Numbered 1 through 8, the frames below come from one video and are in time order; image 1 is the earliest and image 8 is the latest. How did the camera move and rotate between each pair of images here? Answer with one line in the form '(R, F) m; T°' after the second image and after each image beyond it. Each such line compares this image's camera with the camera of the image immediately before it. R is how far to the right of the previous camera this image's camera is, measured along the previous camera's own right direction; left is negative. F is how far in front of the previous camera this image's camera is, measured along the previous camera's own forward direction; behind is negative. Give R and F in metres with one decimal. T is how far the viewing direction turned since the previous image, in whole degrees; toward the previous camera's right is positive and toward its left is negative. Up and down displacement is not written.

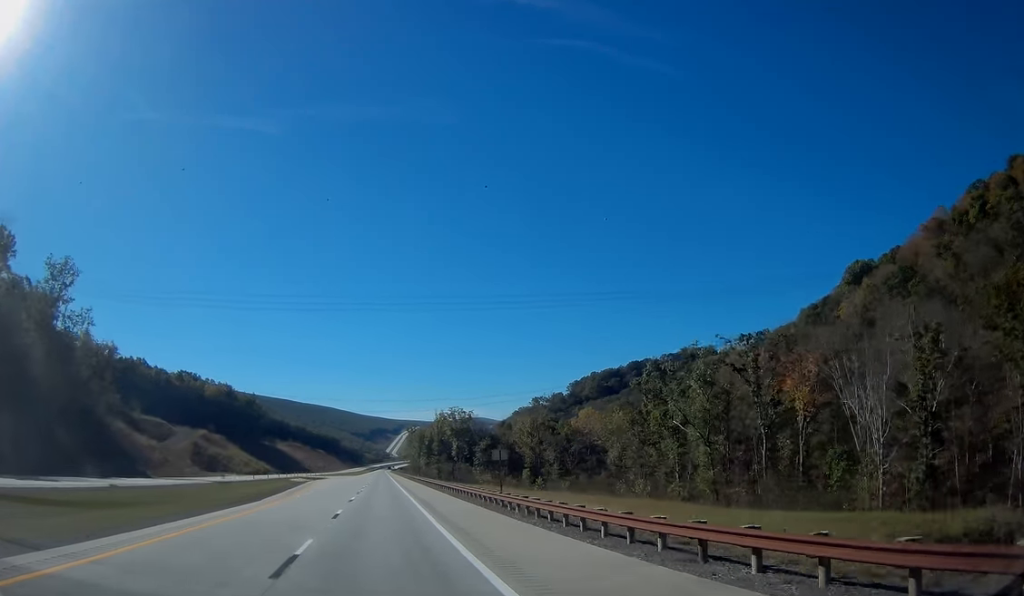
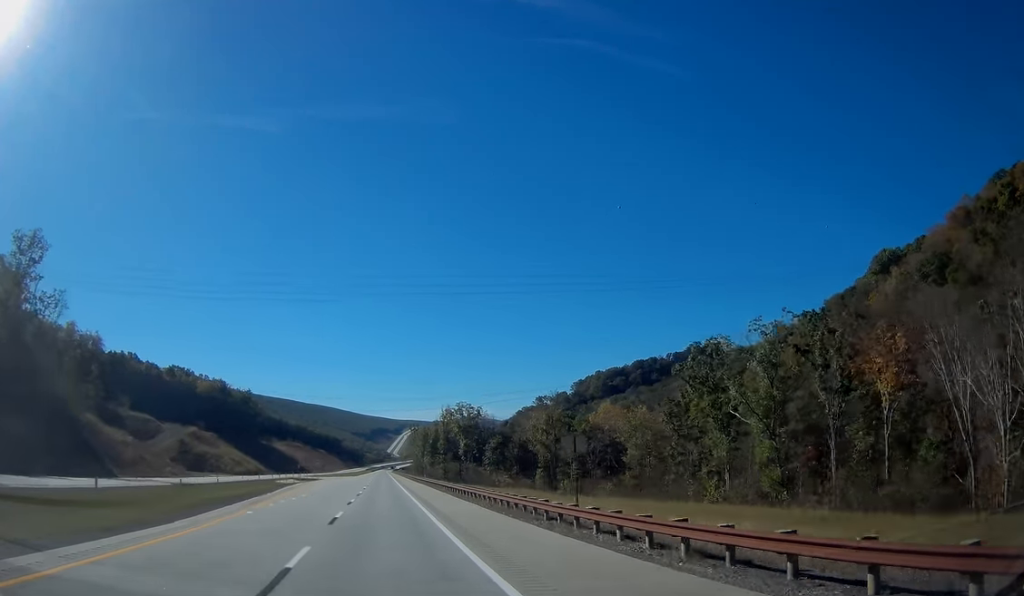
(0.0, +14.4) m; 0°
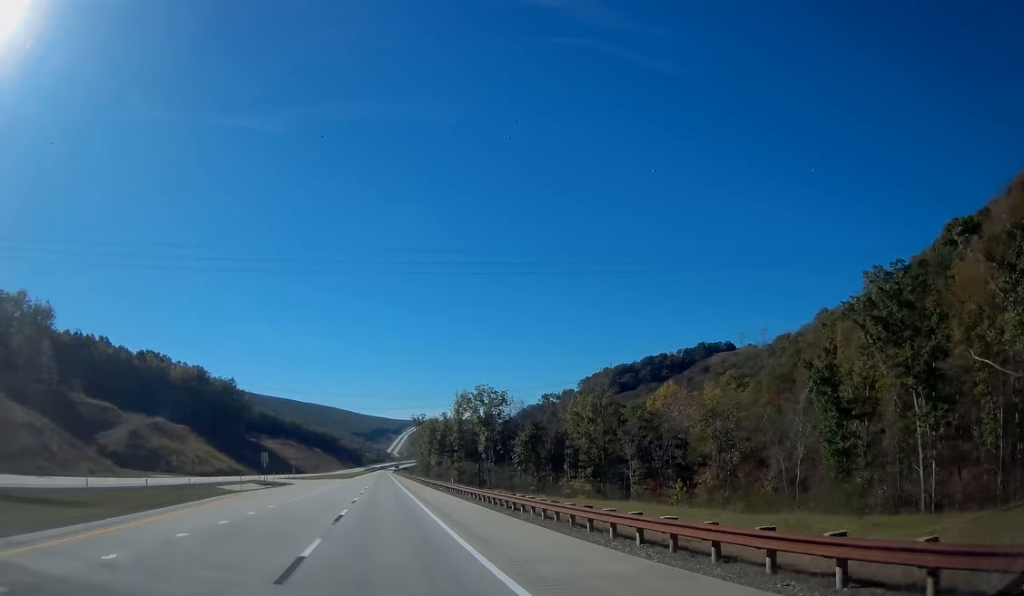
(+0.1, +35.5) m; 0°
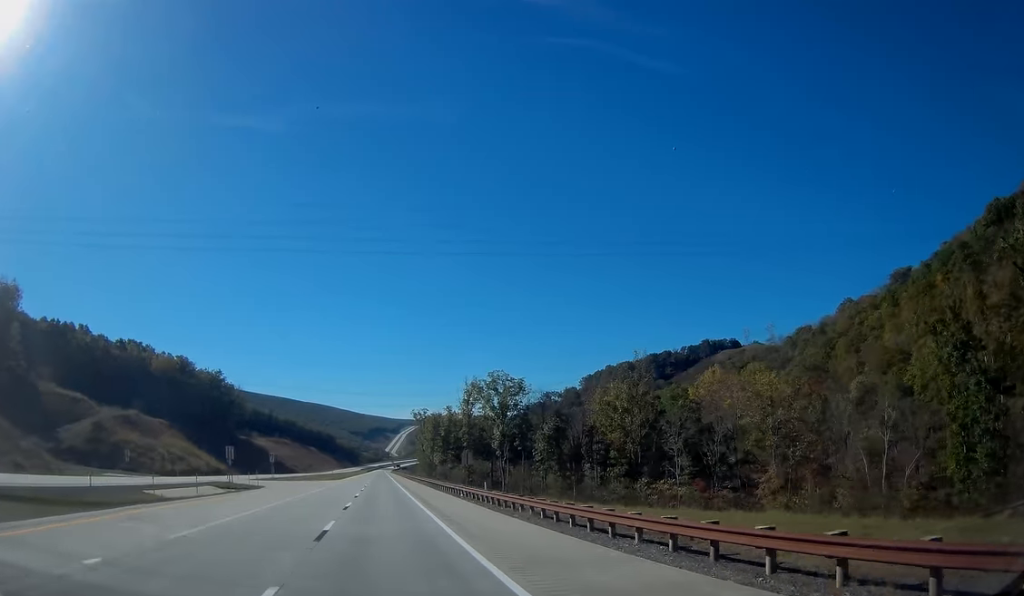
(0.0, +19.1) m; 0°
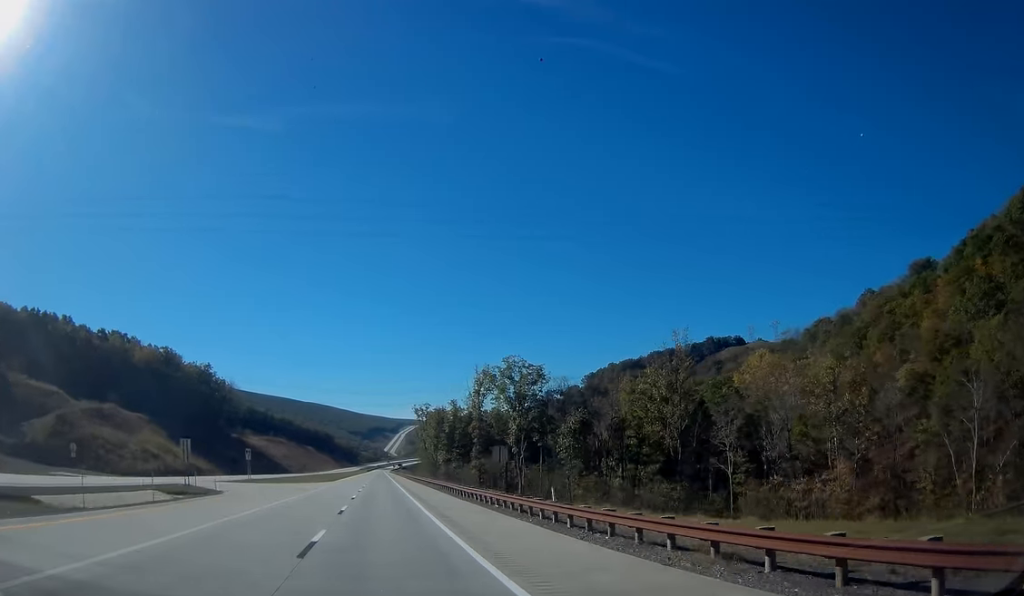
(0.0, +15.3) m; 0°
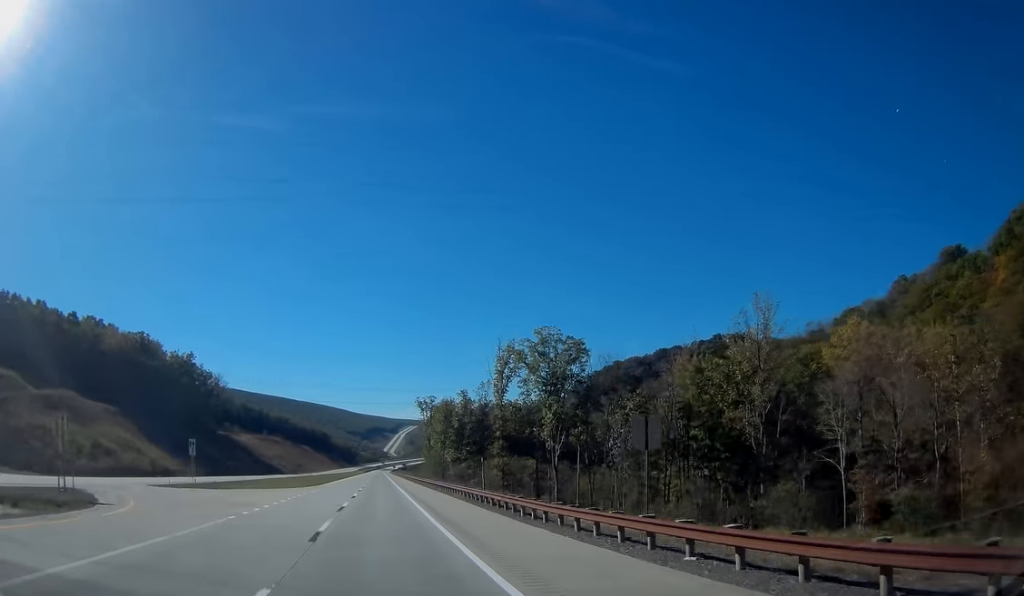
(+0.1, +21.8) m; 0°
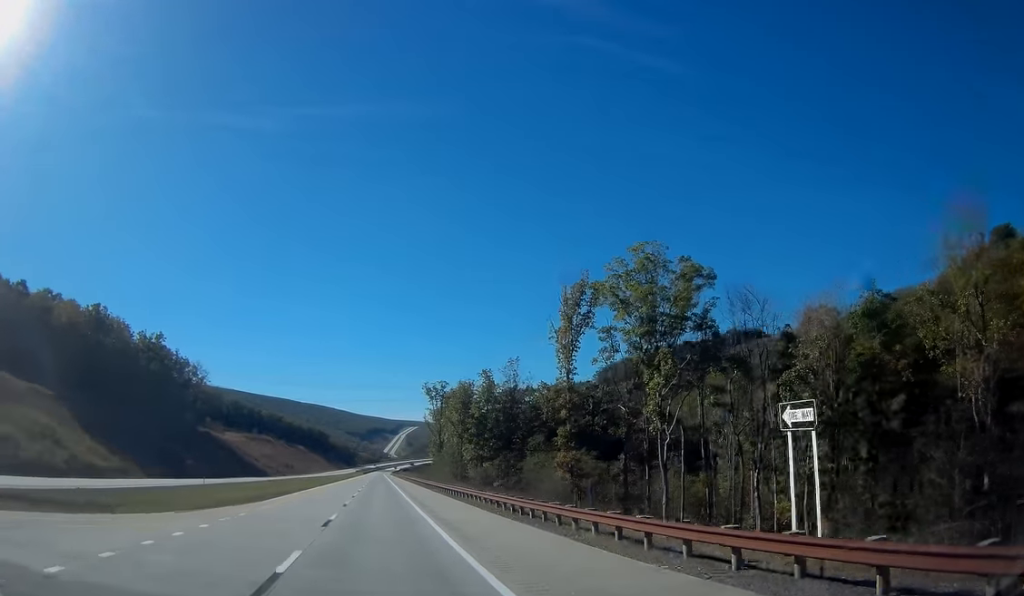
(-0.4, +32.3) m; 0°
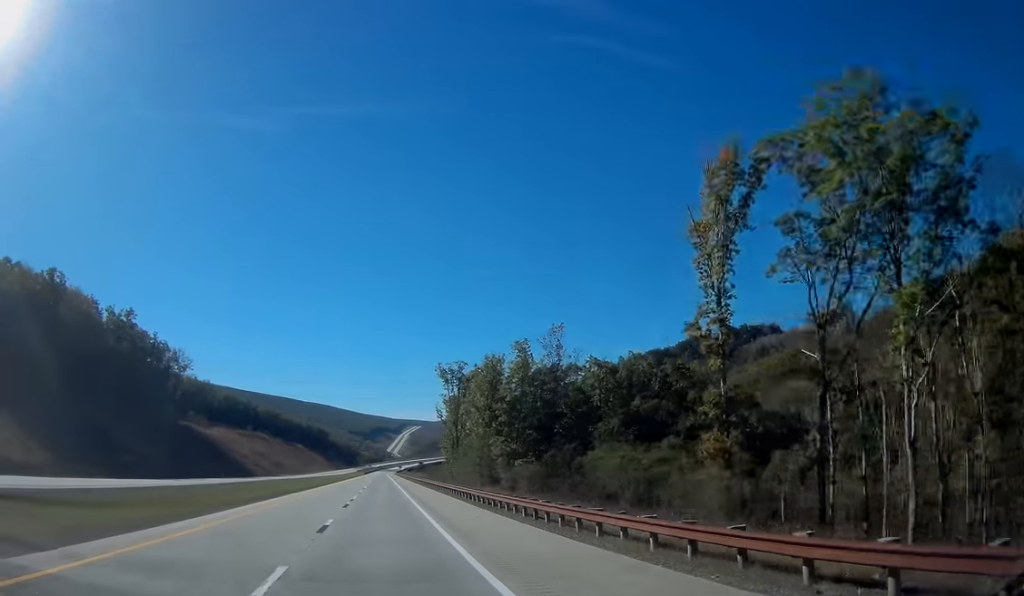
(+0.3, +26.8) m; +1°
